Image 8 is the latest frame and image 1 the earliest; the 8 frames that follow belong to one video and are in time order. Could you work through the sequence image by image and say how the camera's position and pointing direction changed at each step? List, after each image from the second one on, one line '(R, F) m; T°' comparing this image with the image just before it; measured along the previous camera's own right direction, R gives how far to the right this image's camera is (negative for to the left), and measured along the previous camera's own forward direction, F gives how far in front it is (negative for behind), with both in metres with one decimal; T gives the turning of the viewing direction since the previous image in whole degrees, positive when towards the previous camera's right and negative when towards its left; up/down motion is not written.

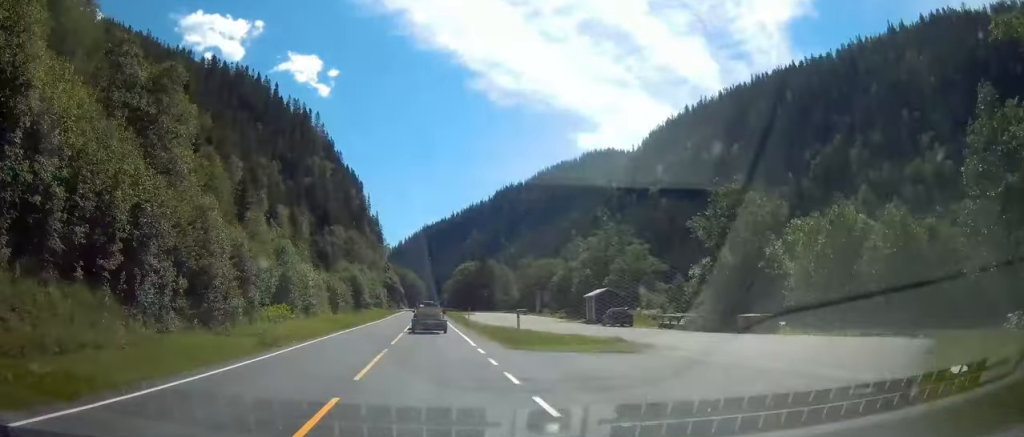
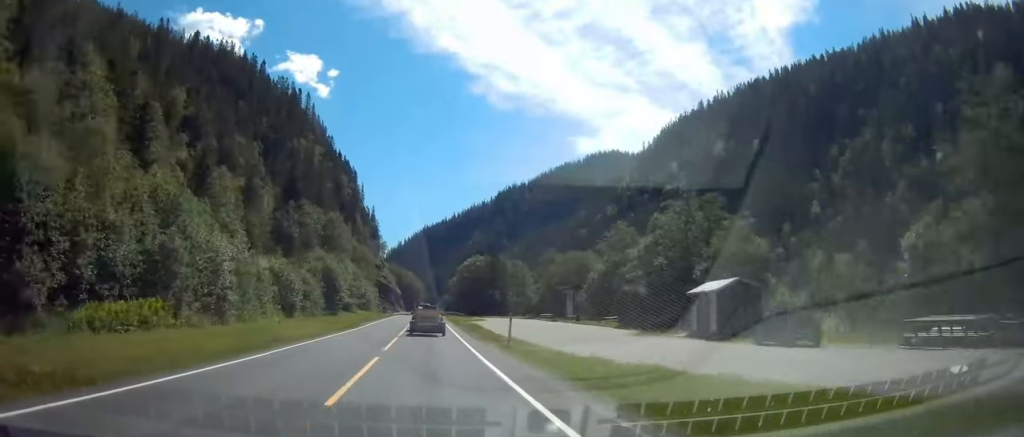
(+0.6, +26.8) m; +1°
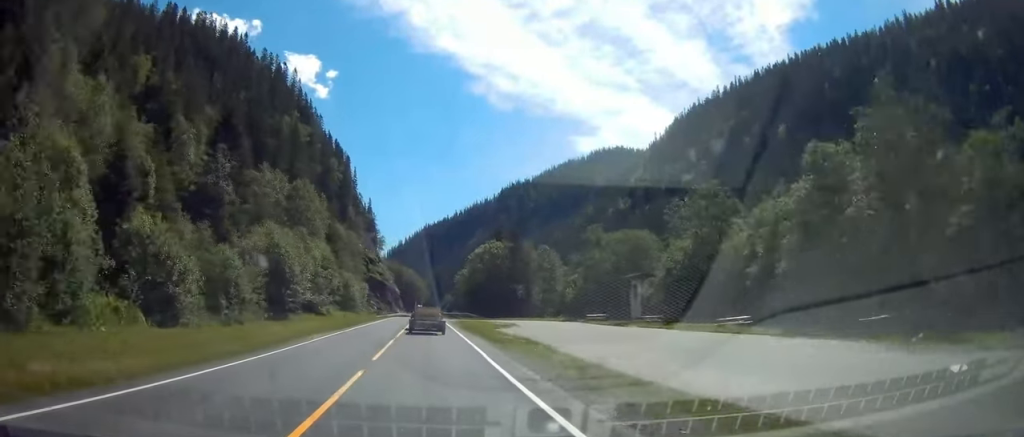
(0.0, +29.2) m; 0°
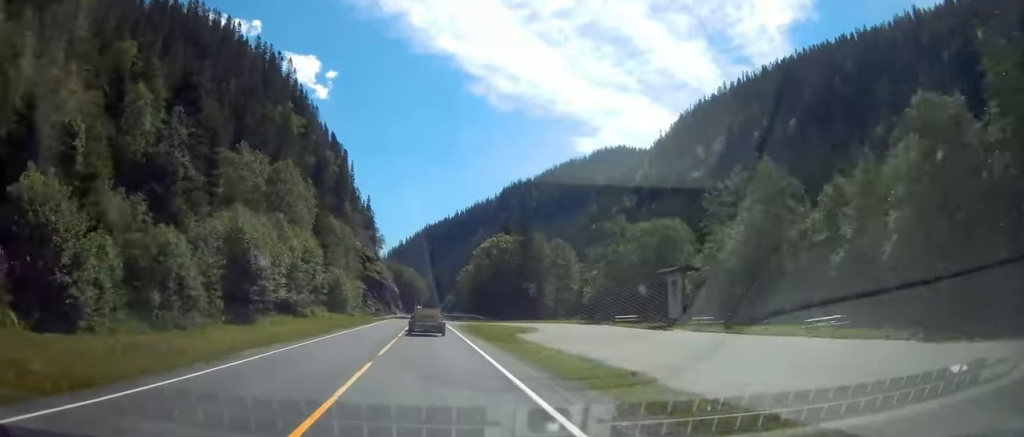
(0.0, +11.0) m; 0°
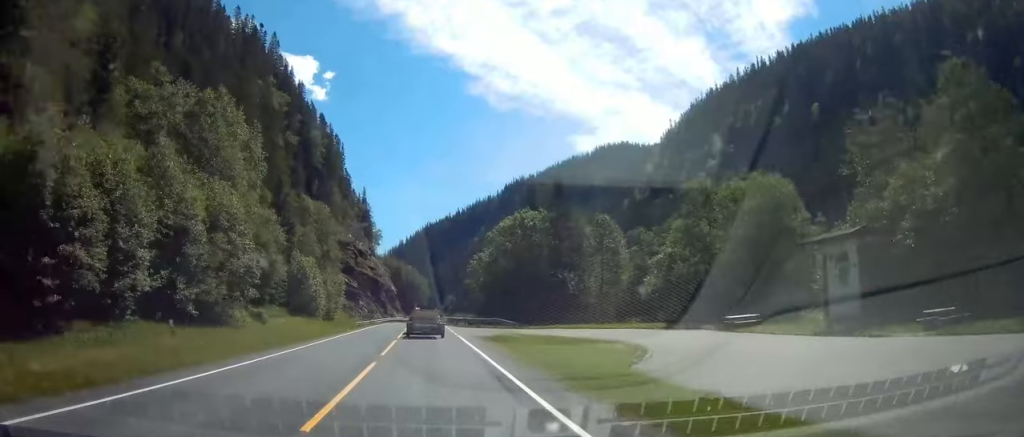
(-0.1, +23.6) m; 0°
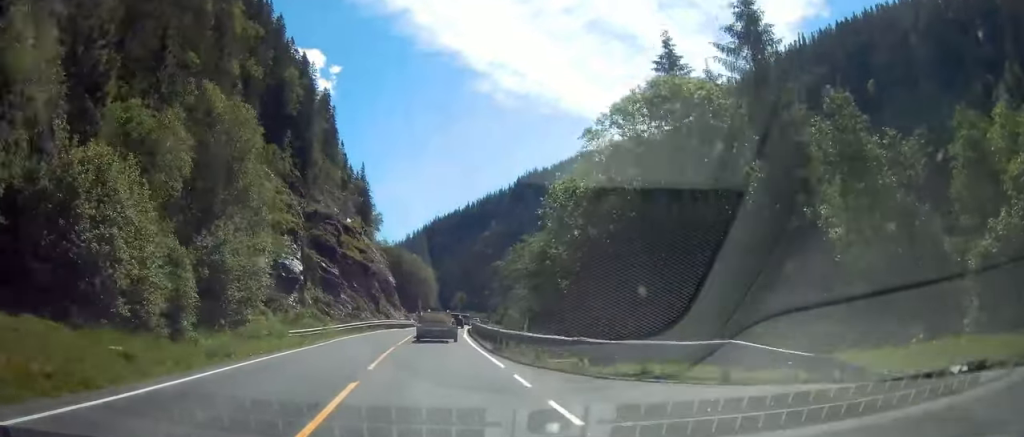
(-0.2, +40.2) m; 0°
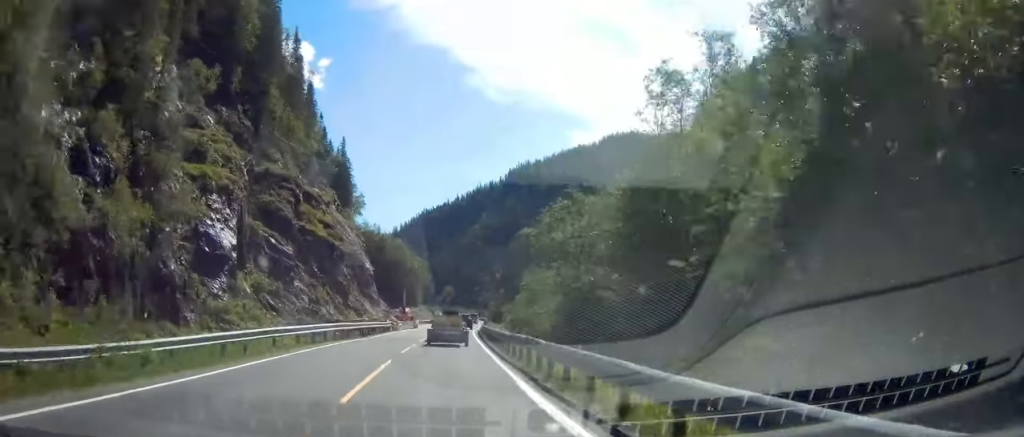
(0.0, +28.8) m; -1°
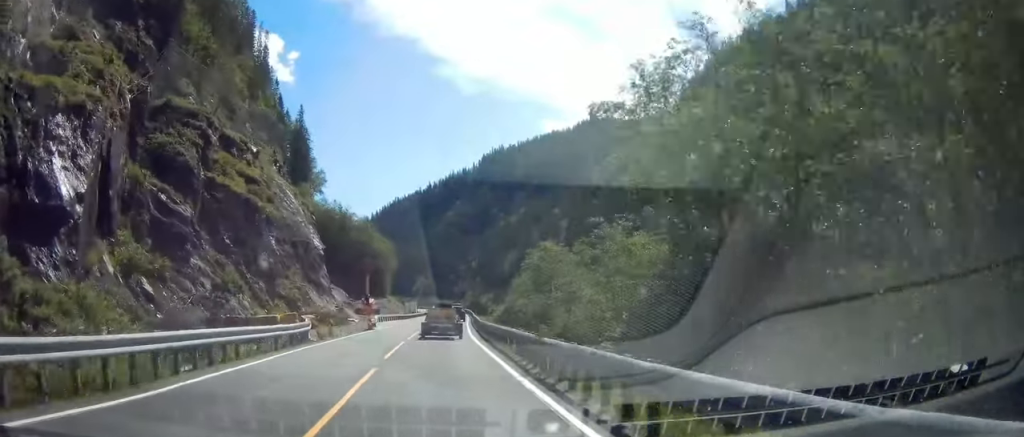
(-0.4, +27.9) m; +1°
